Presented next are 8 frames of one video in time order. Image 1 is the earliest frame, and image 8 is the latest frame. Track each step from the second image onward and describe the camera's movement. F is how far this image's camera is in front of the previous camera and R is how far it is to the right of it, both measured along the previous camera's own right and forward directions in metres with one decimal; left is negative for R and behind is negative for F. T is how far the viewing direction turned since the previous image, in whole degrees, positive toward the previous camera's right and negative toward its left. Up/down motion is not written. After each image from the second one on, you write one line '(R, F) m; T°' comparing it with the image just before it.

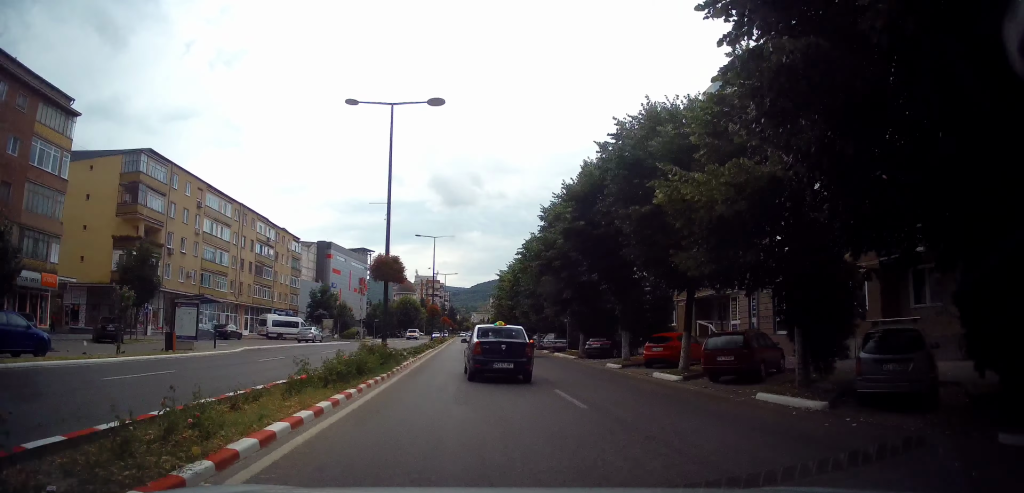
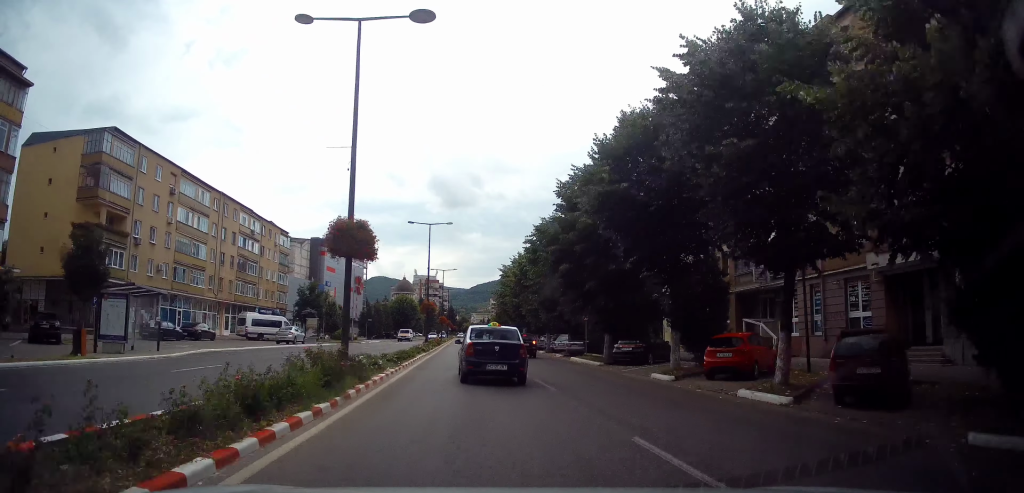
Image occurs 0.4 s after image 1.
(-0.1, +5.9) m; -1°
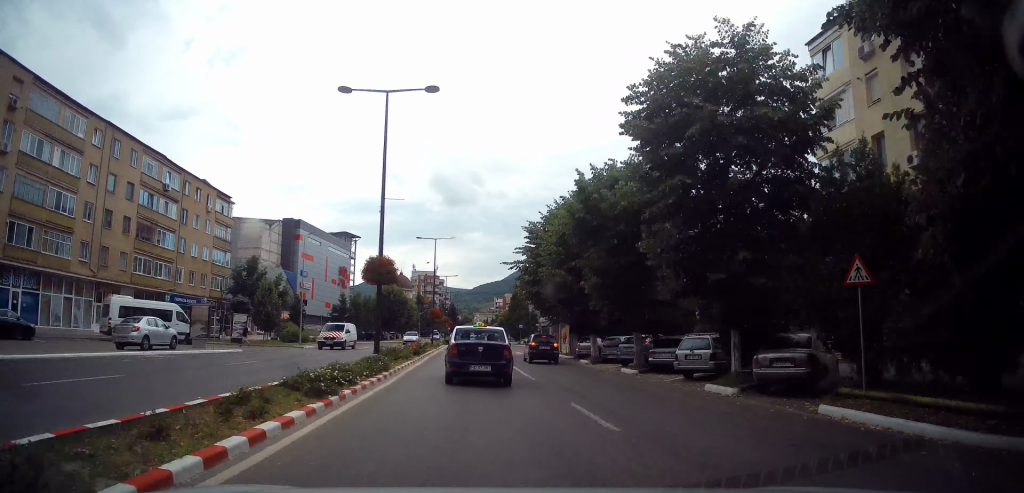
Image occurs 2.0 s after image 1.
(-0.4, +23.4) m; -1°
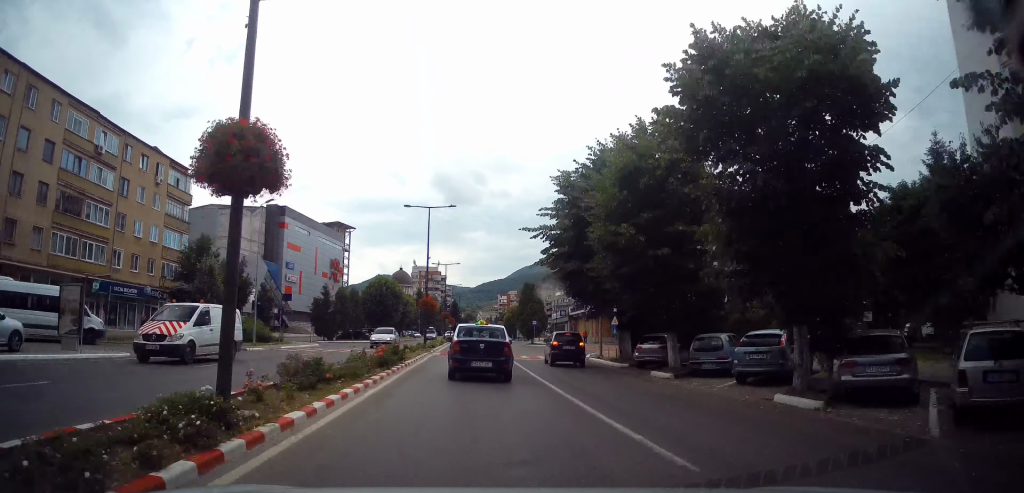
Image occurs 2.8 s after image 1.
(+0.1, +11.5) m; +2°
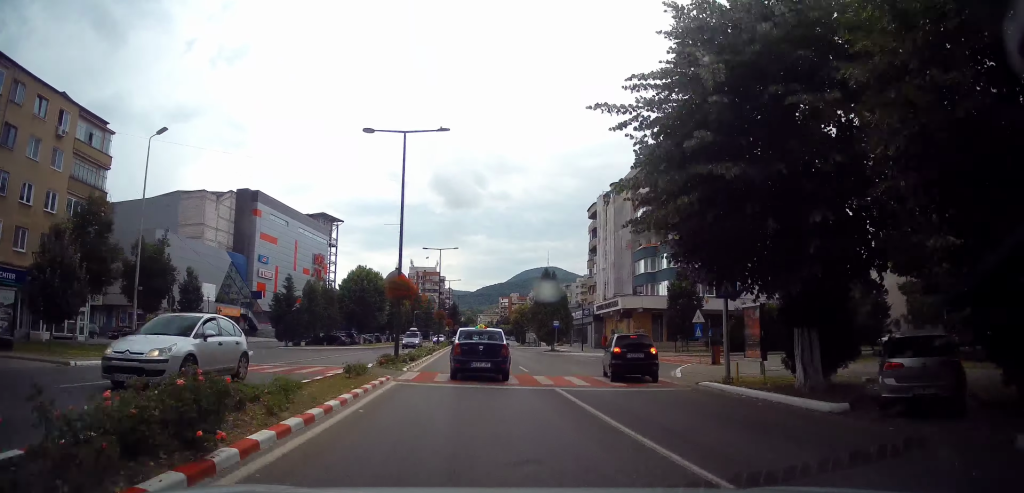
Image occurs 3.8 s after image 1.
(+0.3, +14.9) m; 0°
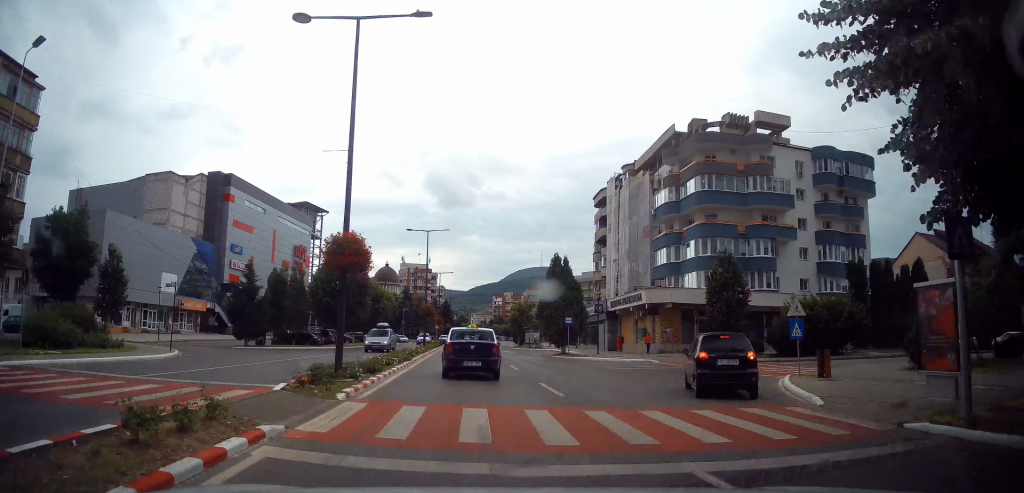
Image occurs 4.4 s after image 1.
(-0.1, +8.8) m; 0°
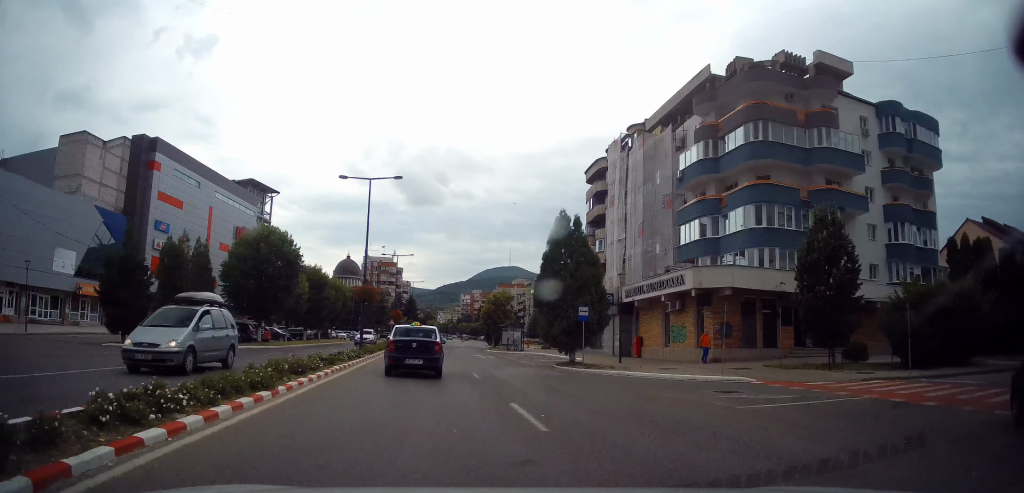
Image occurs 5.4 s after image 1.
(-0.1, +13.9) m; +1°
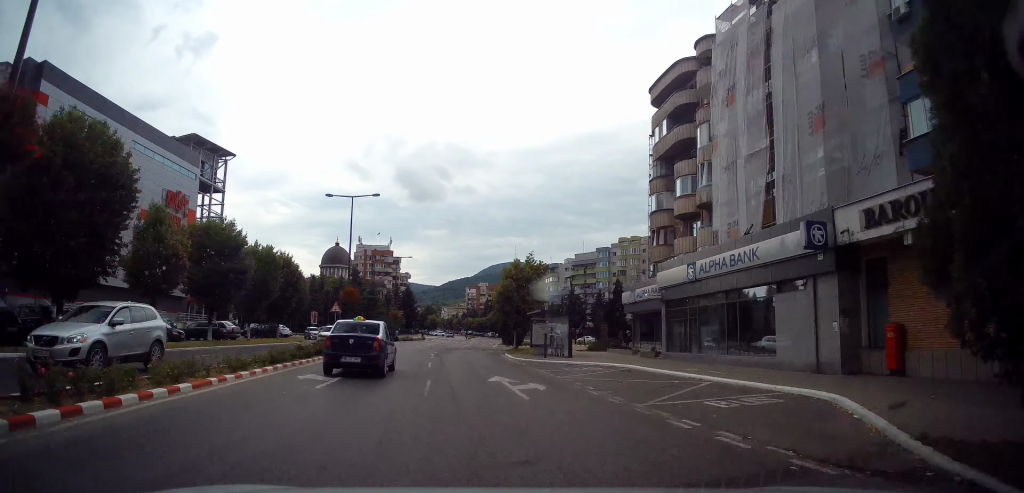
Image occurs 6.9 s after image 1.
(+0.8, +23.1) m; +4°
